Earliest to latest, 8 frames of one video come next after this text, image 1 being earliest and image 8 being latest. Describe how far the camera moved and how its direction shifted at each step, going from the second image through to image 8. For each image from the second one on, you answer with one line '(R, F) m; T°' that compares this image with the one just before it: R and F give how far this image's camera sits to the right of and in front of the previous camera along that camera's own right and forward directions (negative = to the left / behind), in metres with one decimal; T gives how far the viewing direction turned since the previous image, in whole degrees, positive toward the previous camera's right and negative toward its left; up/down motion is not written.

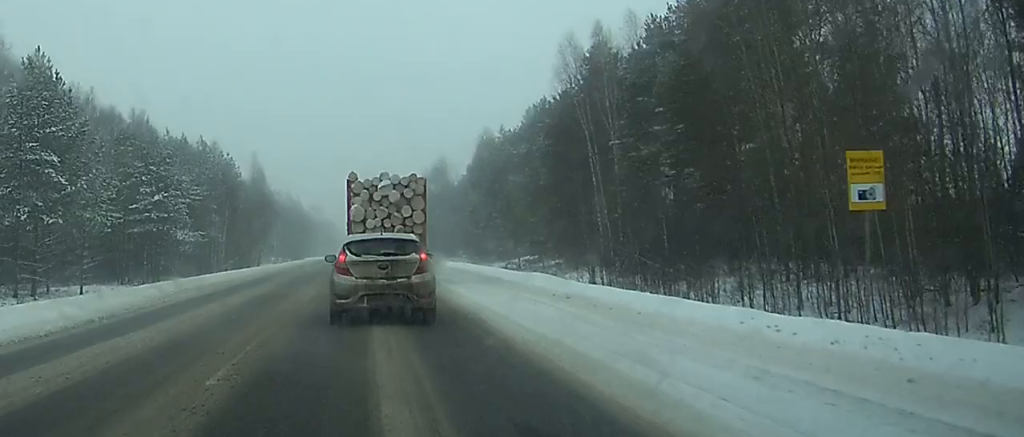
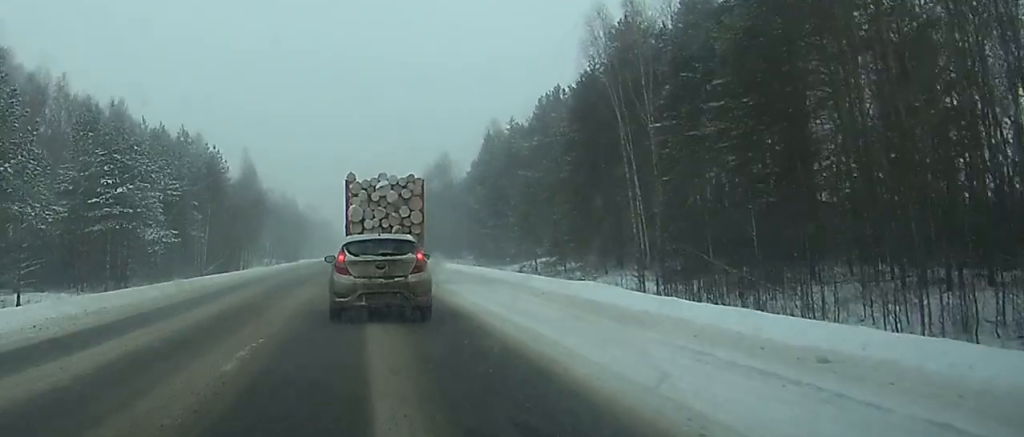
(0.0, +11.2) m; 0°
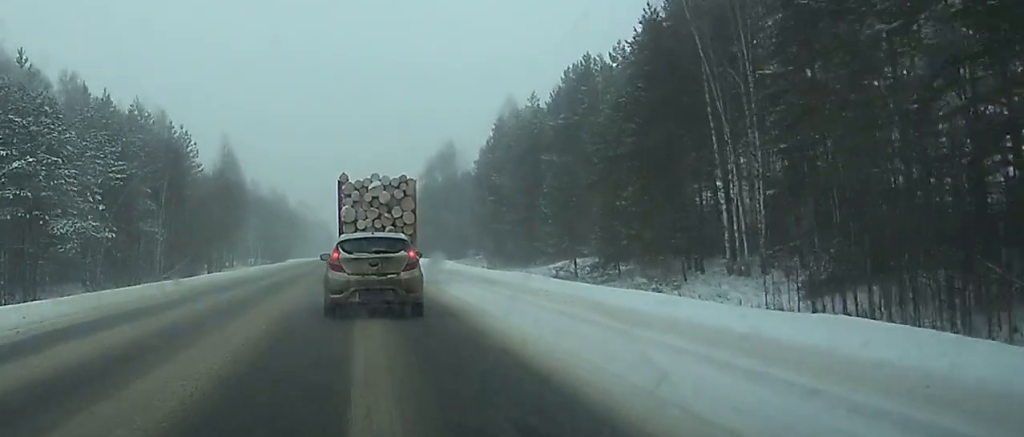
(-0.1, +19.5) m; -1°
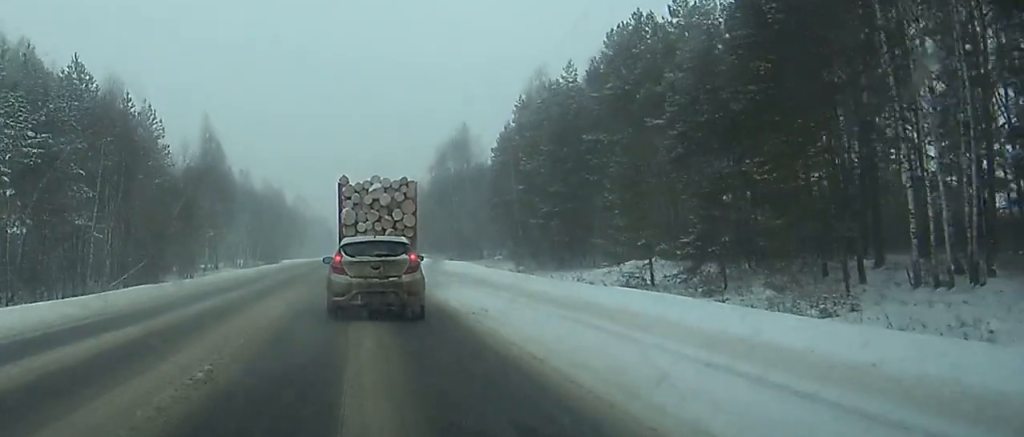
(0.0, +18.9) m; +3°
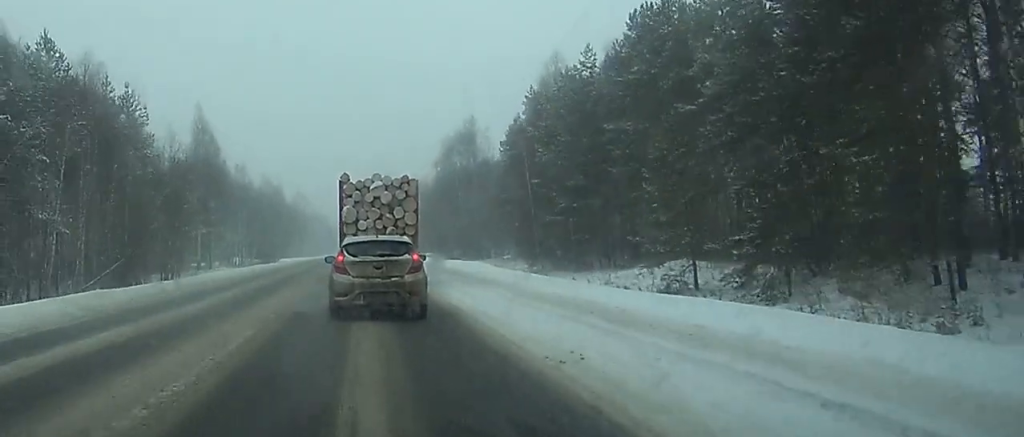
(+0.2, +7.0) m; +1°
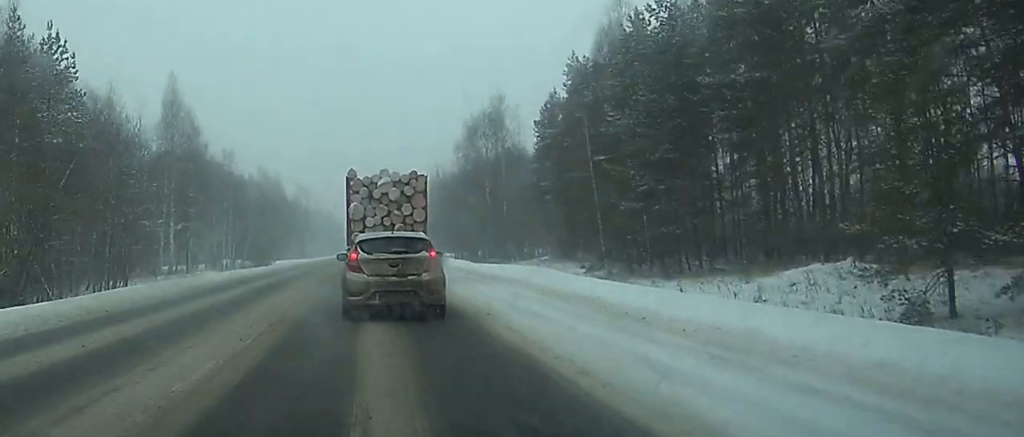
(+0.4, +21.1) m; -1°
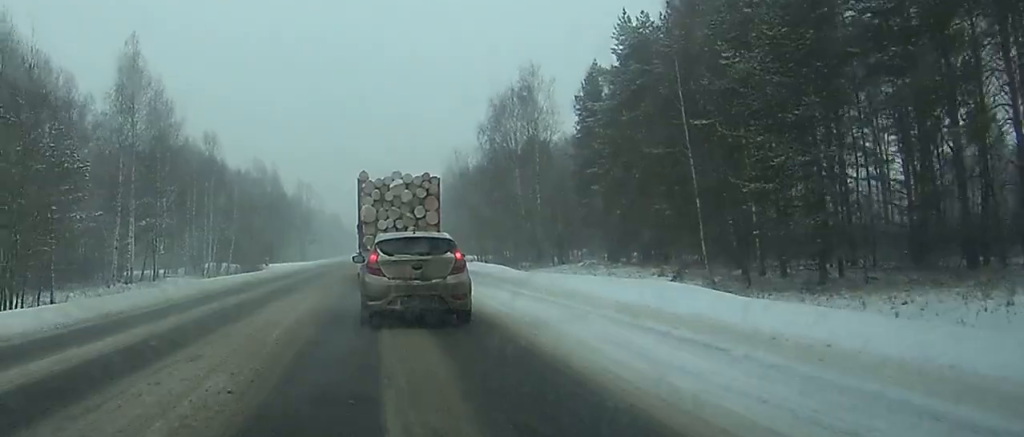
(-0.4, +18.9) m; -2°
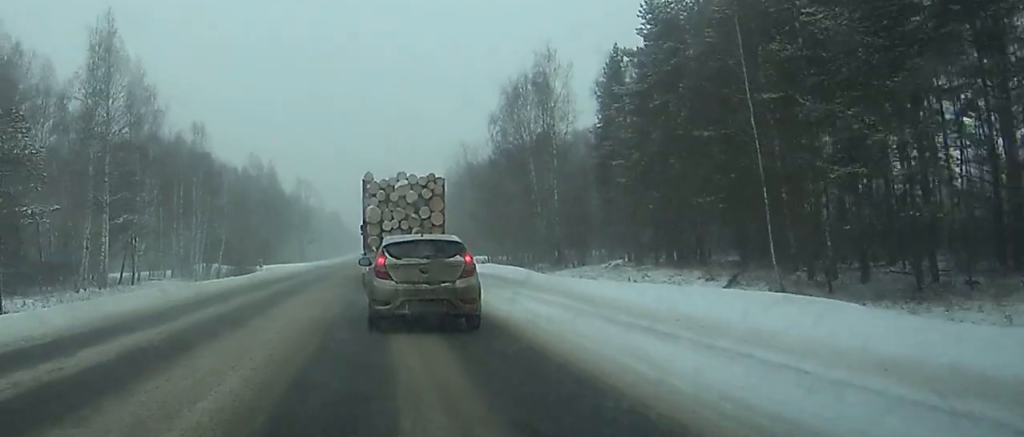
(0.0, +8.3) m; 0°
